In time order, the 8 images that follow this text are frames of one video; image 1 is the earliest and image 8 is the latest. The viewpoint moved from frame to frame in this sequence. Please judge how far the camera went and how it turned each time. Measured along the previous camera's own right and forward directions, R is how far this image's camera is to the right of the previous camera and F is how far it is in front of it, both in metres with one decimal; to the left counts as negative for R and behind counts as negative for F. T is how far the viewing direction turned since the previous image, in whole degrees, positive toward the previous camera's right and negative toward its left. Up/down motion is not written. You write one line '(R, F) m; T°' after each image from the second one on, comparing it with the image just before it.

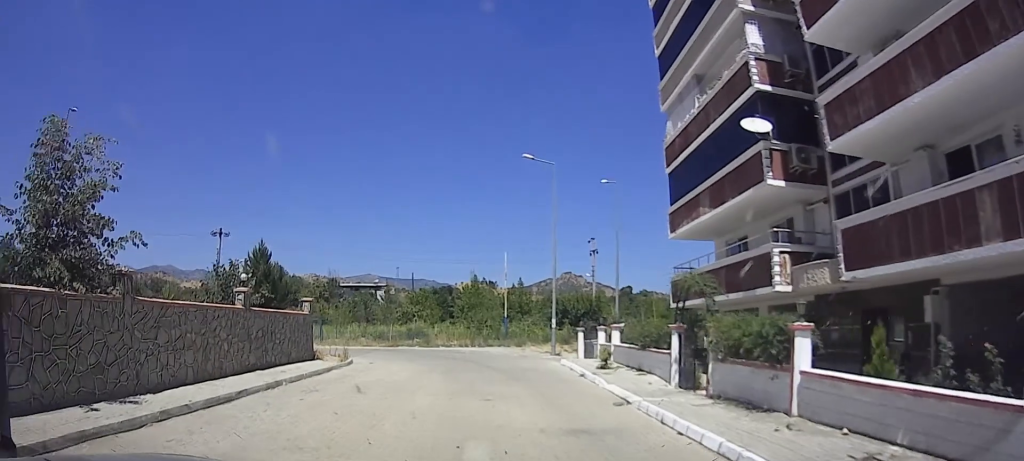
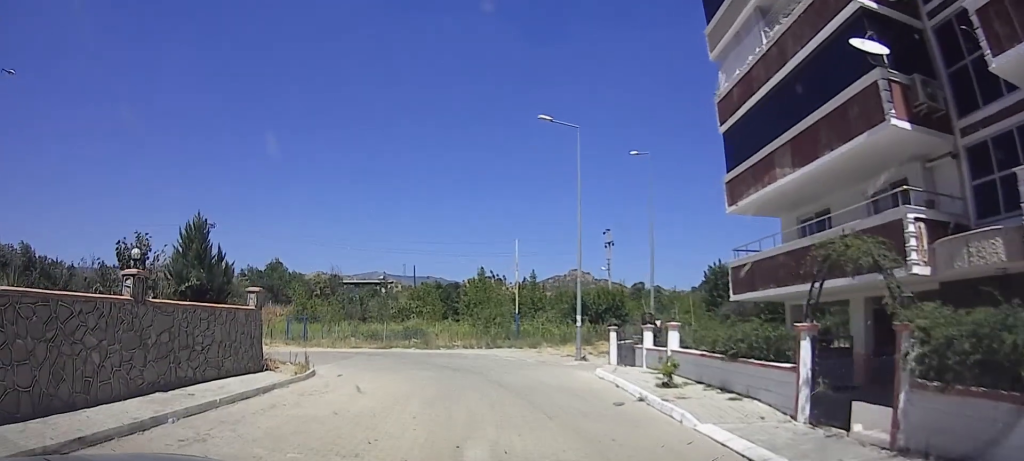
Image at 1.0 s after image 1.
(+0.5, +4.8) m; +2°
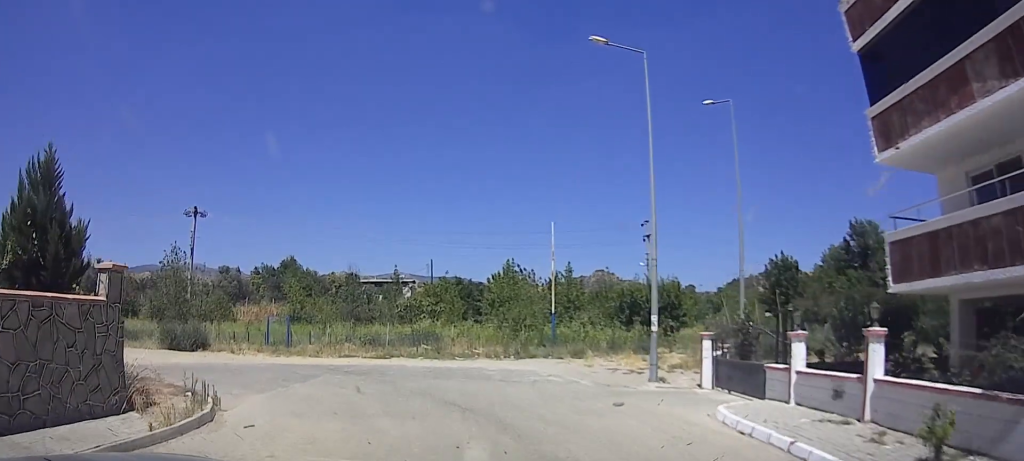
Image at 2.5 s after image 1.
(-0.7, +6.2) m; -12°
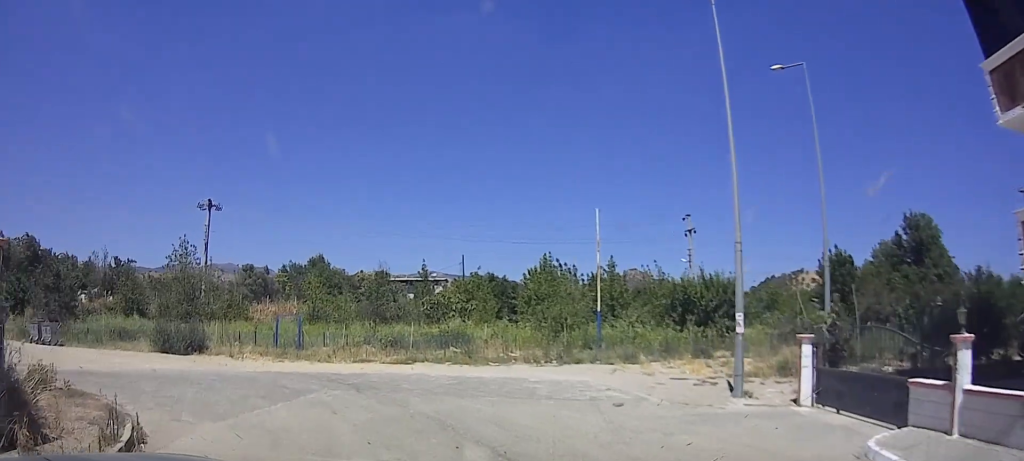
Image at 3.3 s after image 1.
(0.0, +3.2) m; 0°
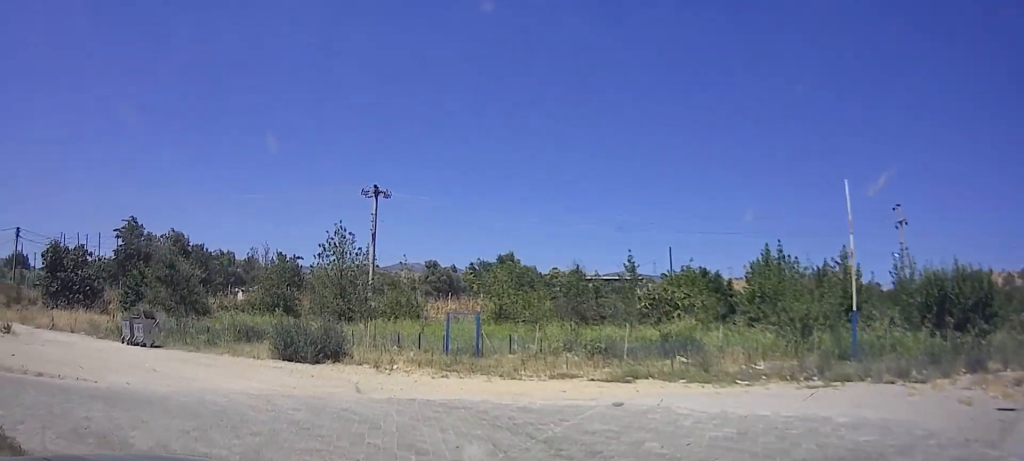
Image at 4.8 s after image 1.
(-0.8, +5.5) m; -25°
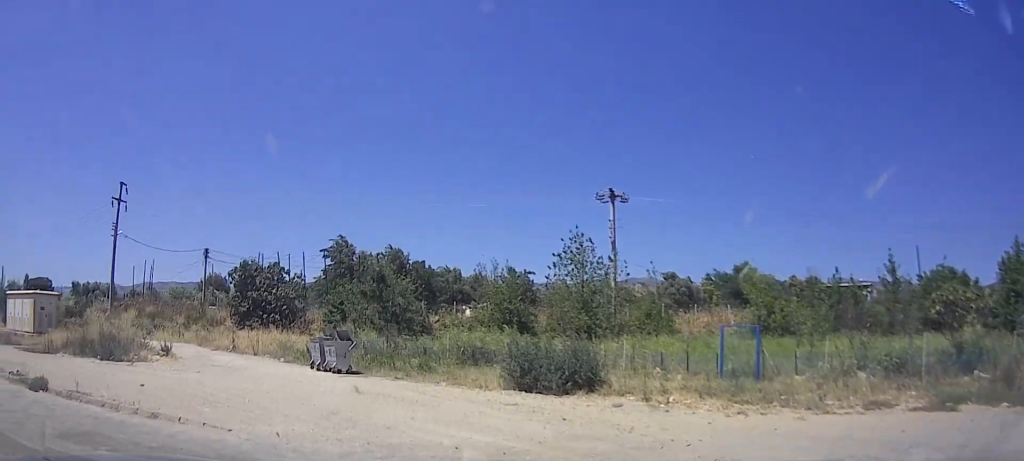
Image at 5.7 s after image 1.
(-0.8, +3.6) m; -19°
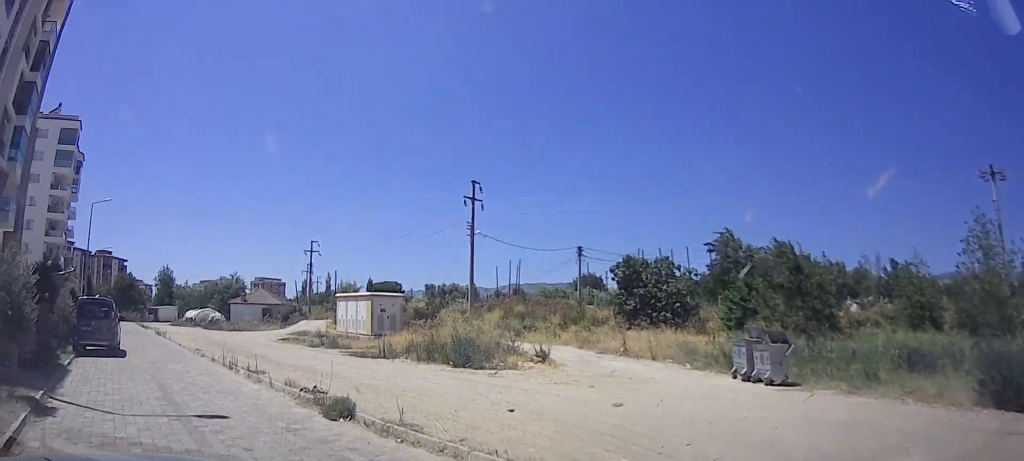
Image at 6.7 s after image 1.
(-0.3, +3.3) m; -24°
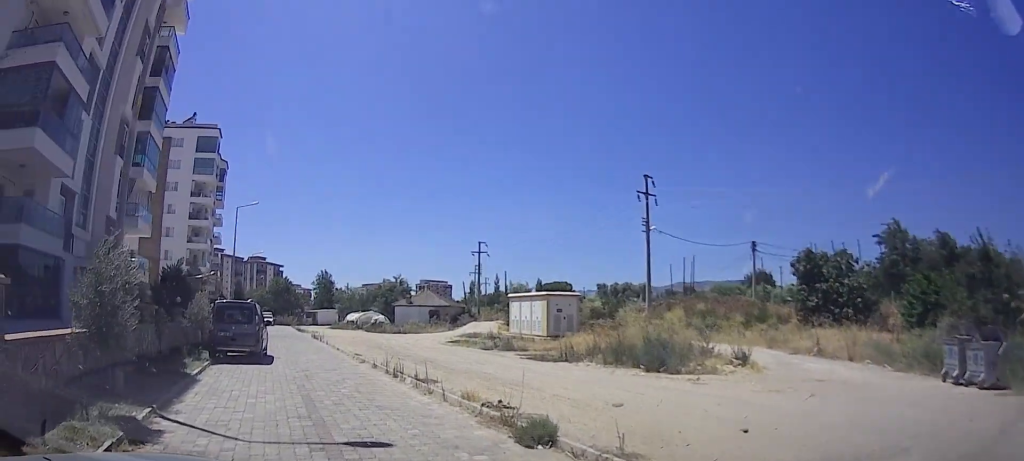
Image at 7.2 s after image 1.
(-0.5, +1.3) m; -14°
